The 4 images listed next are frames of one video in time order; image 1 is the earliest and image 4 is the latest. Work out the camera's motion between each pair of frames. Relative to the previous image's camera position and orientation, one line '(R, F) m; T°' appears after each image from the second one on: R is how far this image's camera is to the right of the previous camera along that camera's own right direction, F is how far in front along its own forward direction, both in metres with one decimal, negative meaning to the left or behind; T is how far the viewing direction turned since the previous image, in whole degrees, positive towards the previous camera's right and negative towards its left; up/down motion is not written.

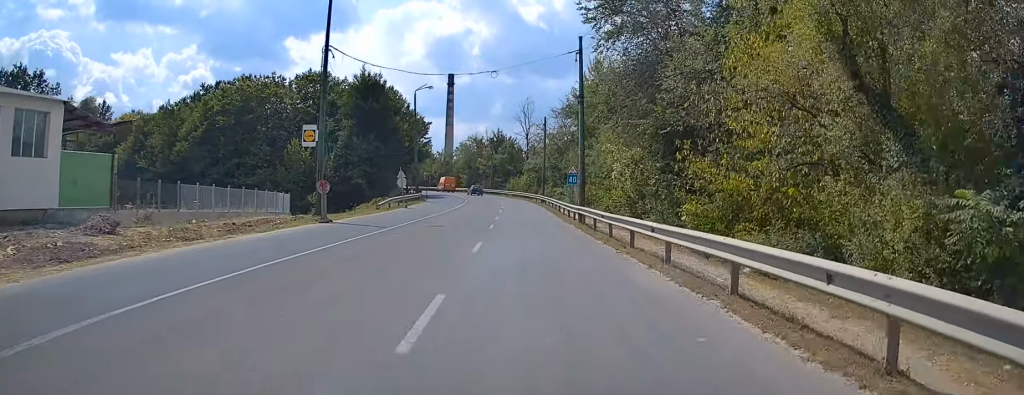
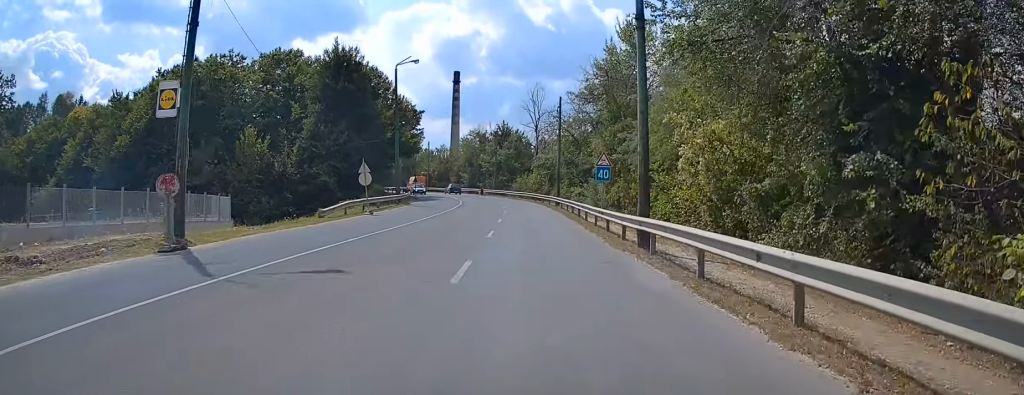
(+0.2, +13.9) m; +1°
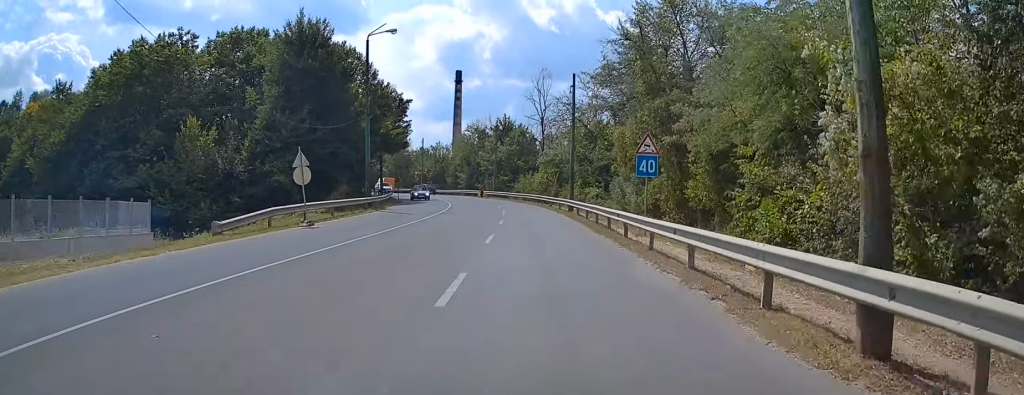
(0.0, +11.0) m; 0°
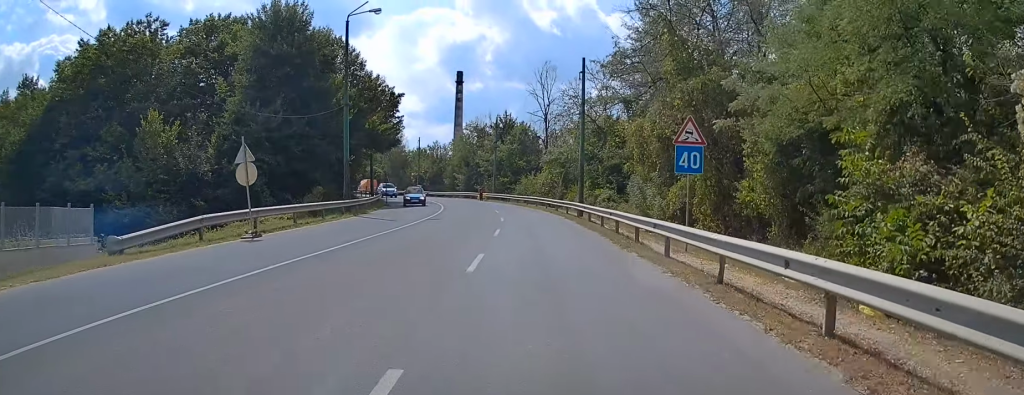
(0.0, +5.5) m; 0°
